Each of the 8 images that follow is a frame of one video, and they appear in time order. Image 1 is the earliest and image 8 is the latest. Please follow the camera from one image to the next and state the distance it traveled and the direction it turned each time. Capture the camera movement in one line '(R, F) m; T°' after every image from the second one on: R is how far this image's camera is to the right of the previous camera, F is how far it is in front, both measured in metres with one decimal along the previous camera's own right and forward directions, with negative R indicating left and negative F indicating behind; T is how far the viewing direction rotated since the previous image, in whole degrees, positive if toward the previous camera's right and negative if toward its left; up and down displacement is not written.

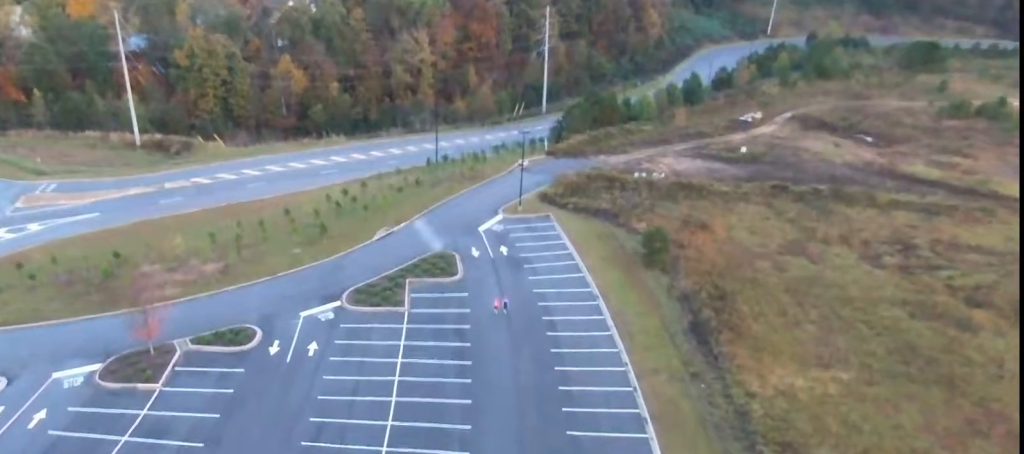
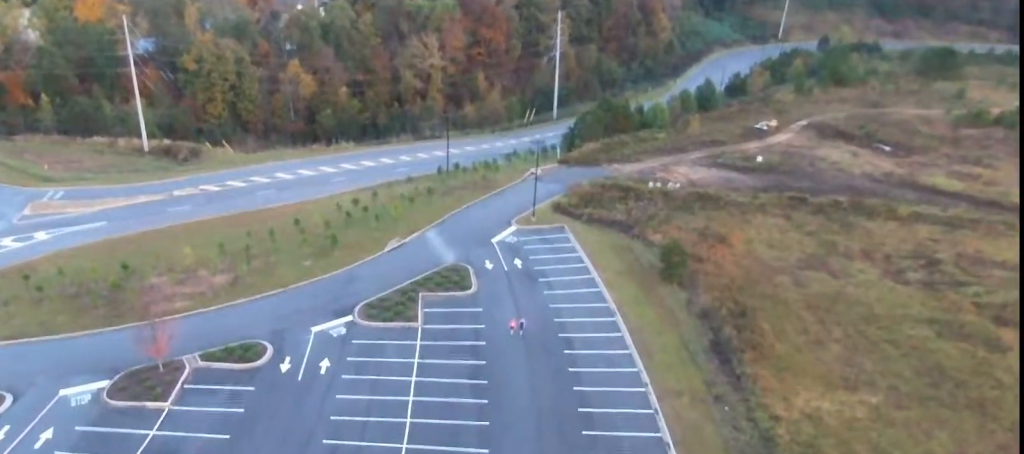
(0.0, +2.7) m; 0°
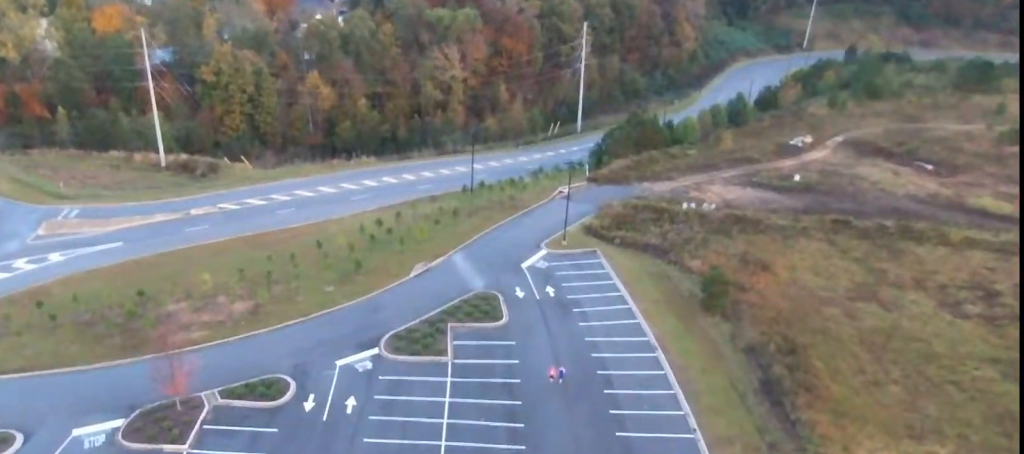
(0.0, +6.2) m; 0°
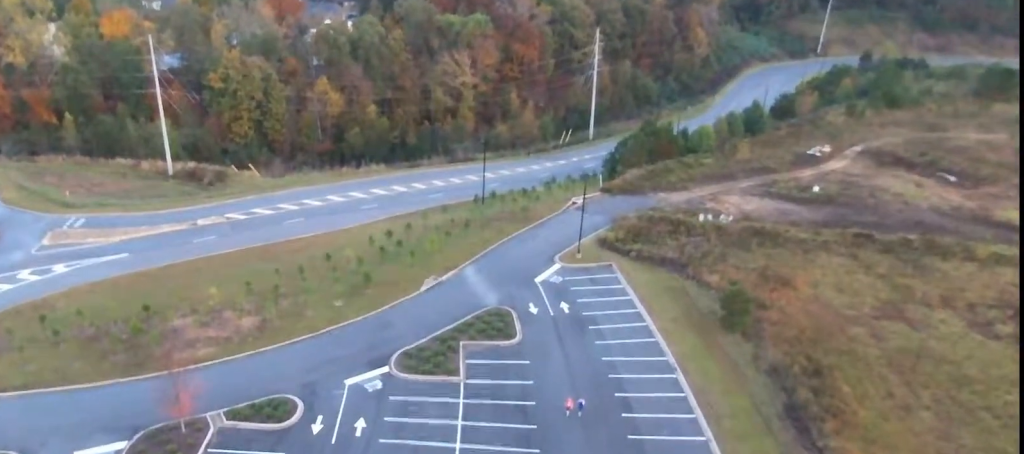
(0.0, +2.2) m; 0°
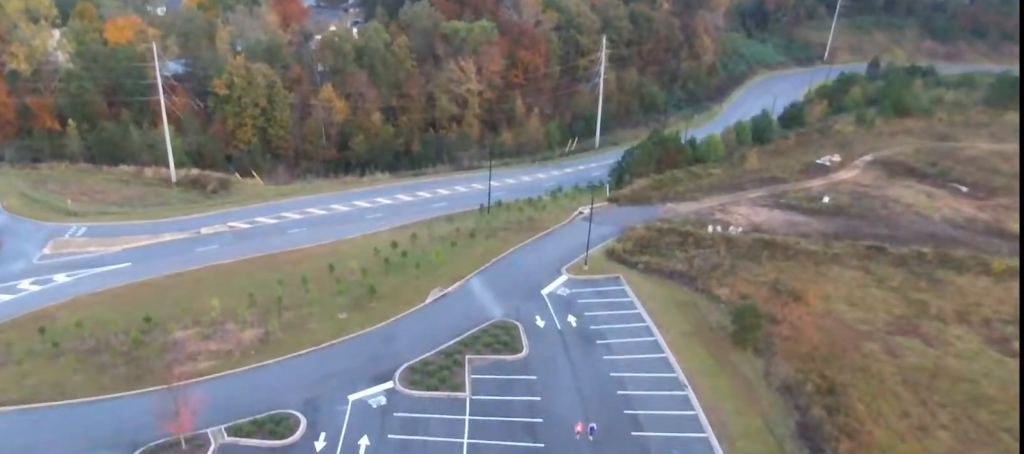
(0.0, +1.6) m; 0°
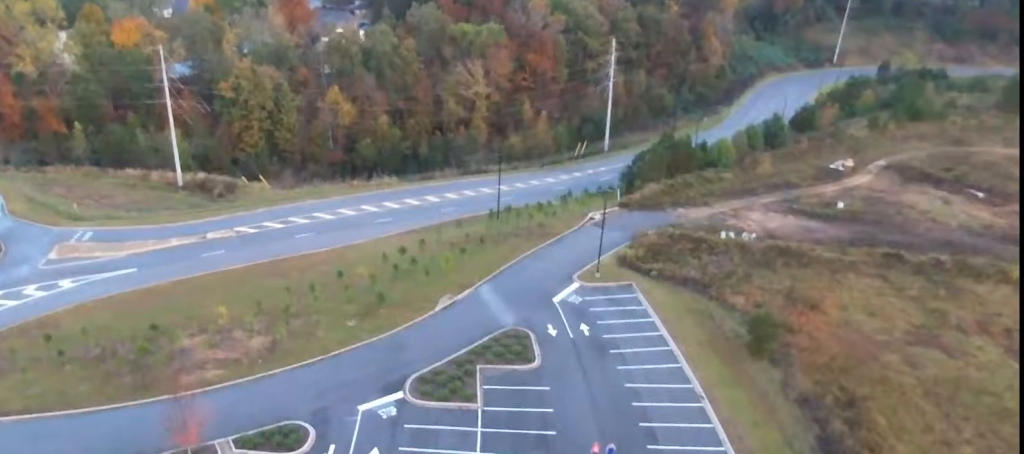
(0.0, +1.6) m; -7°
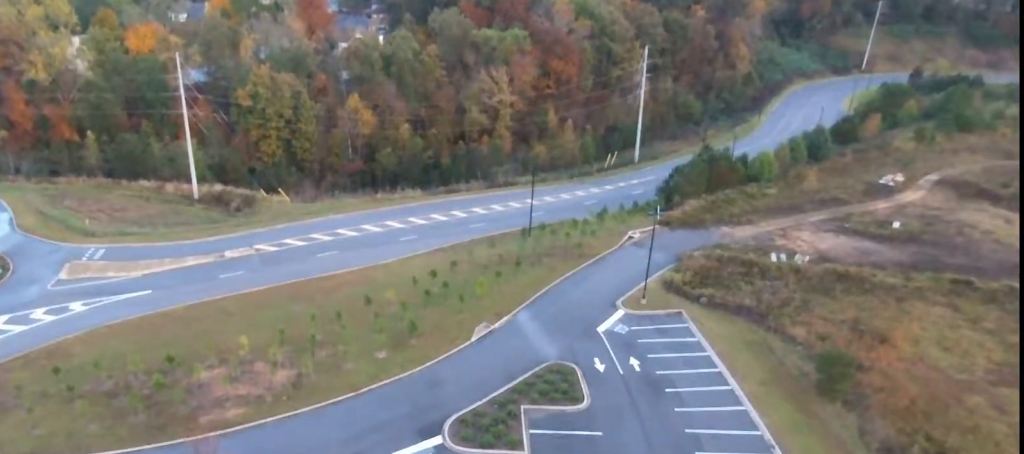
(-2.0, +9.2) m; +2°
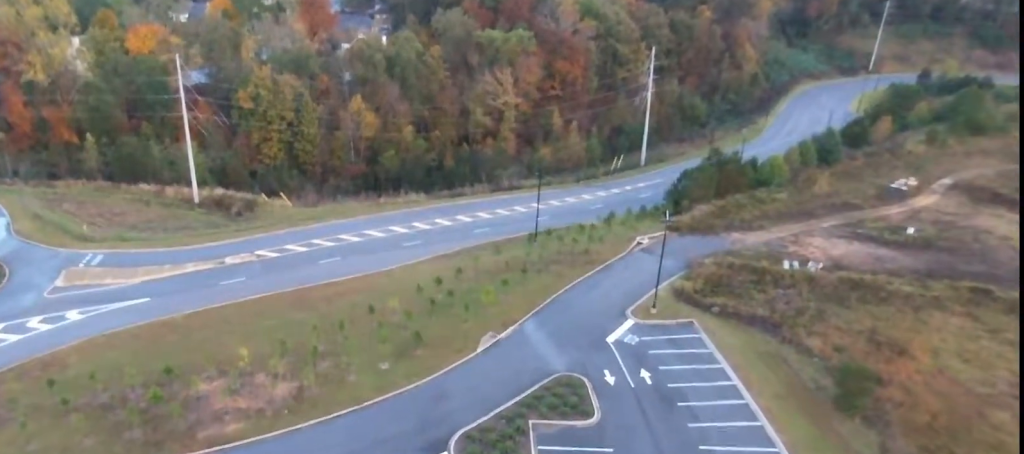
(+0.2, +1.7) m; +5°
